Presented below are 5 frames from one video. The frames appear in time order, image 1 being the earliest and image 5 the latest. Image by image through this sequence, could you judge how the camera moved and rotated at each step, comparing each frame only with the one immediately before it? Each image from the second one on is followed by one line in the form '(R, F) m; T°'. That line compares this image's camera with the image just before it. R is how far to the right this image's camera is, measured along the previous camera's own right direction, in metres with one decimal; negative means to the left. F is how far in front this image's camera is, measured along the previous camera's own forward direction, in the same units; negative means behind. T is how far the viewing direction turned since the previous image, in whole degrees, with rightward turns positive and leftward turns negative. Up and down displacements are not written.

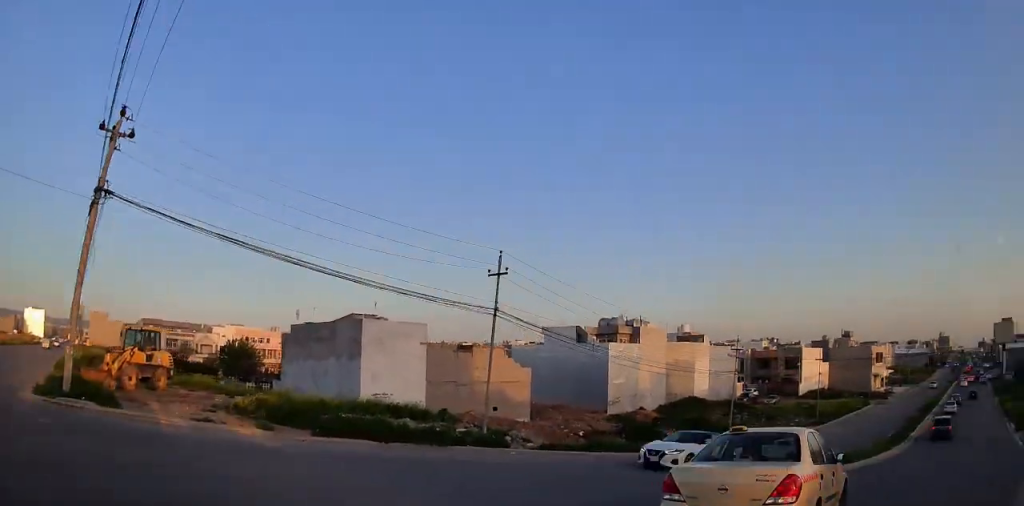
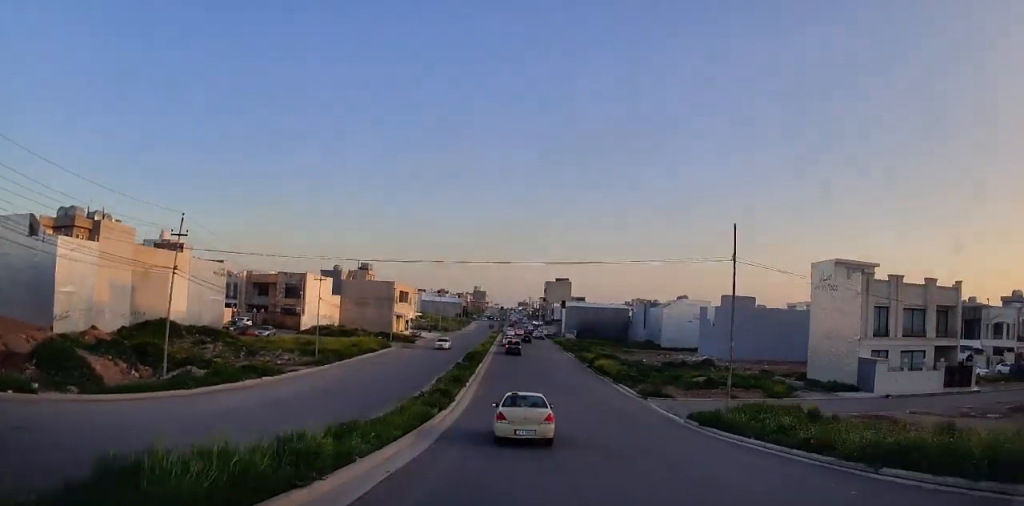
(+7.6, +20.6) m; +25°
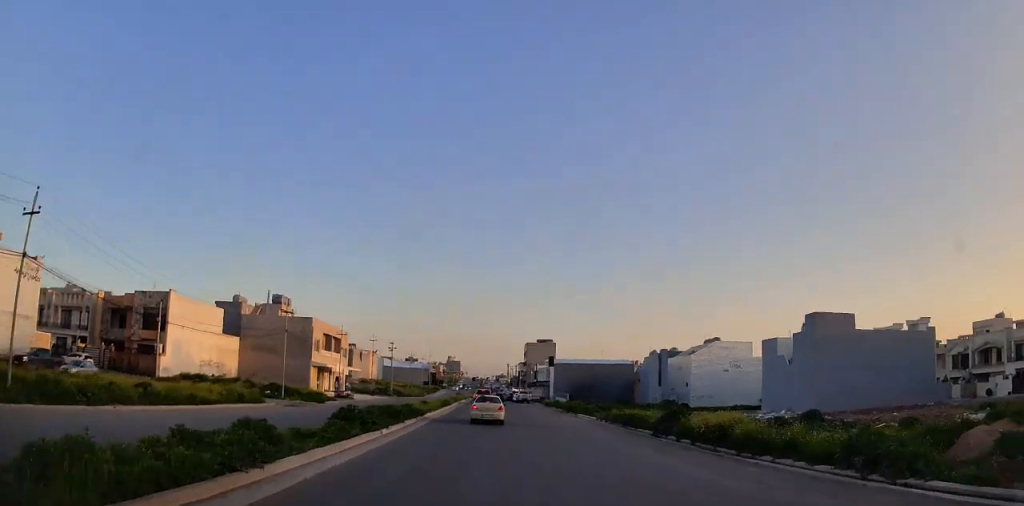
(+2.0, +32.2) m; +3°
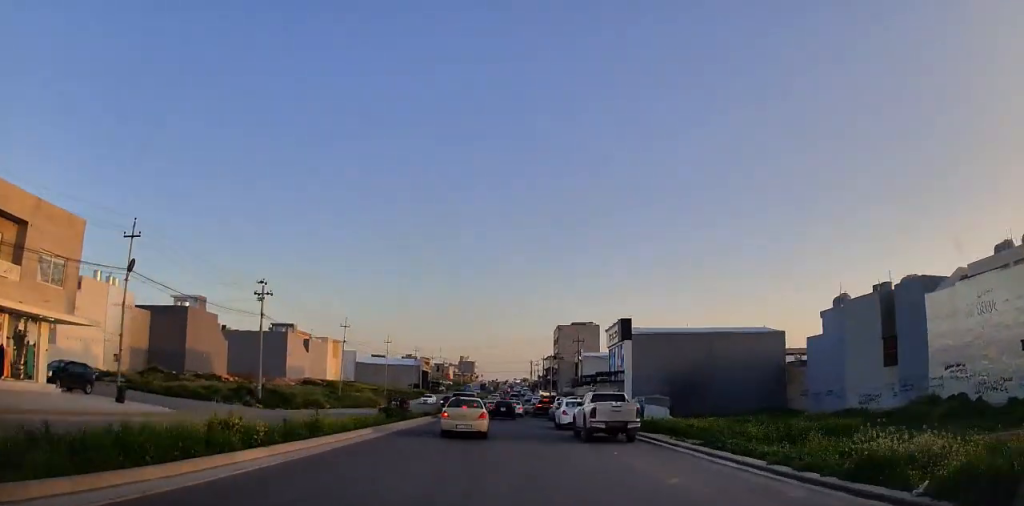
(-1.1, +60.1) m; -3°
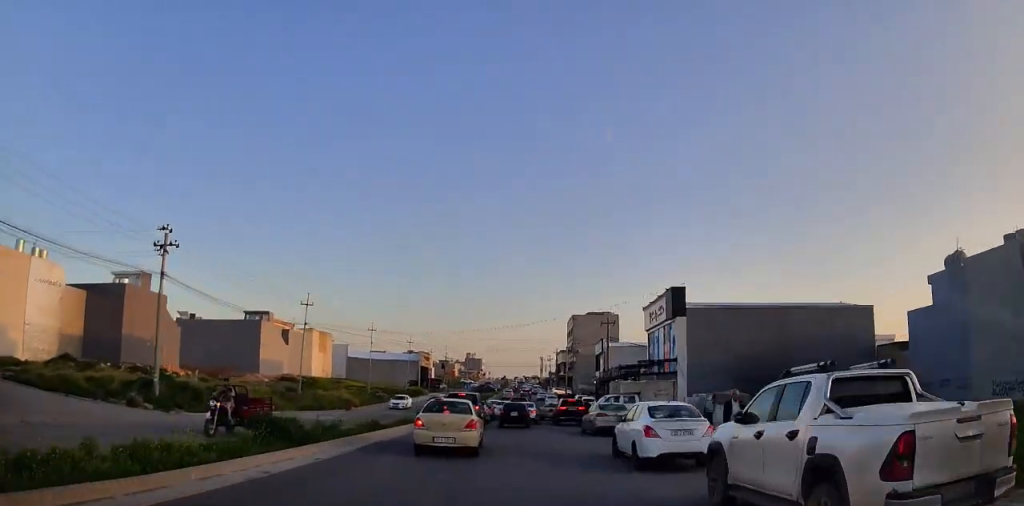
(-0.1, +16.2) m; -1°
